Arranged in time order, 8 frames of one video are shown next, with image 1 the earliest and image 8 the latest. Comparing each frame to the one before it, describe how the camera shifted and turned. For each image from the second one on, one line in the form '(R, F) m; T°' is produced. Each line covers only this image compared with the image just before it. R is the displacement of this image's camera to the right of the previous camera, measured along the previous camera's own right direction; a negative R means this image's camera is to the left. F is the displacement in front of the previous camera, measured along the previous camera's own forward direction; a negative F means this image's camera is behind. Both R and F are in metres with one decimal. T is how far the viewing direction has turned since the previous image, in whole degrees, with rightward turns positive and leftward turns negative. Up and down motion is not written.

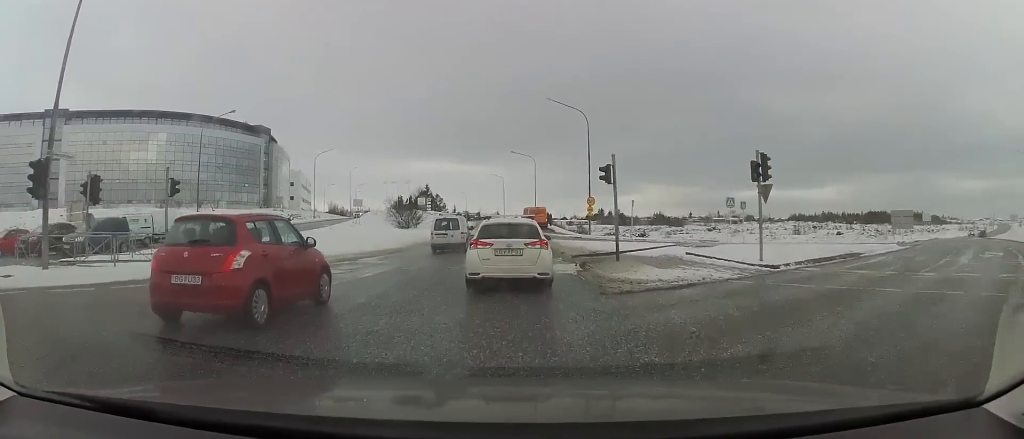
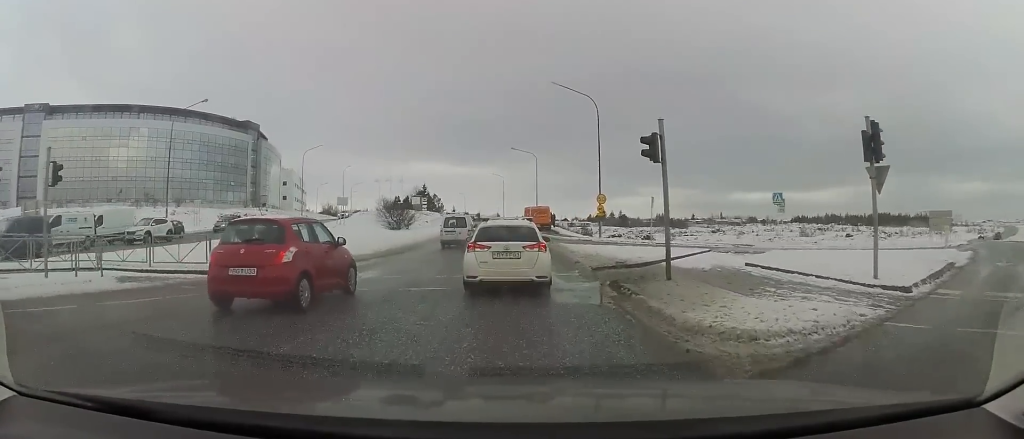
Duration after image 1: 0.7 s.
(0.0, +5.9) m; 0°
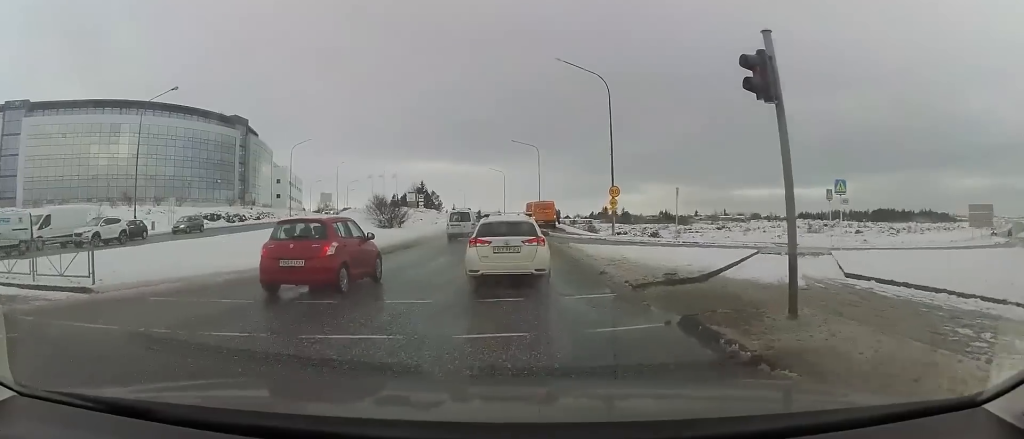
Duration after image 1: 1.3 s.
(-0.2, +5.3) m; +1°
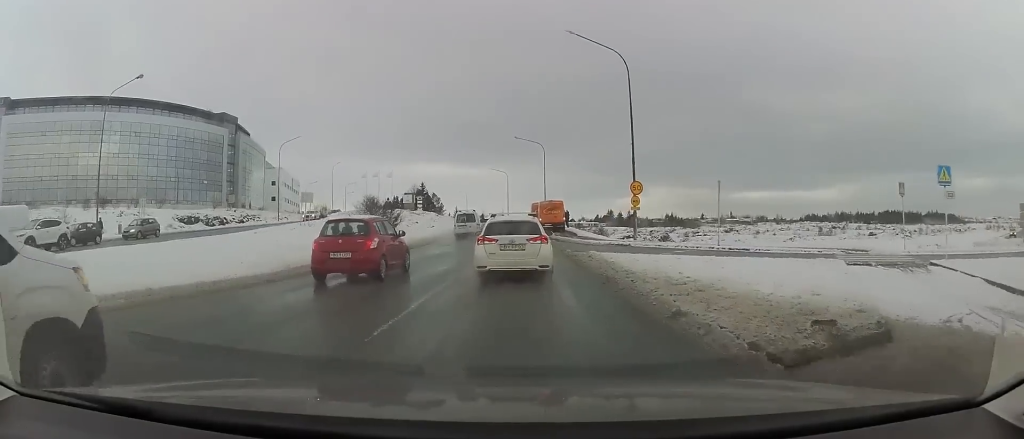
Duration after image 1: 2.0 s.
(+0.4, +6.0) m; 0°
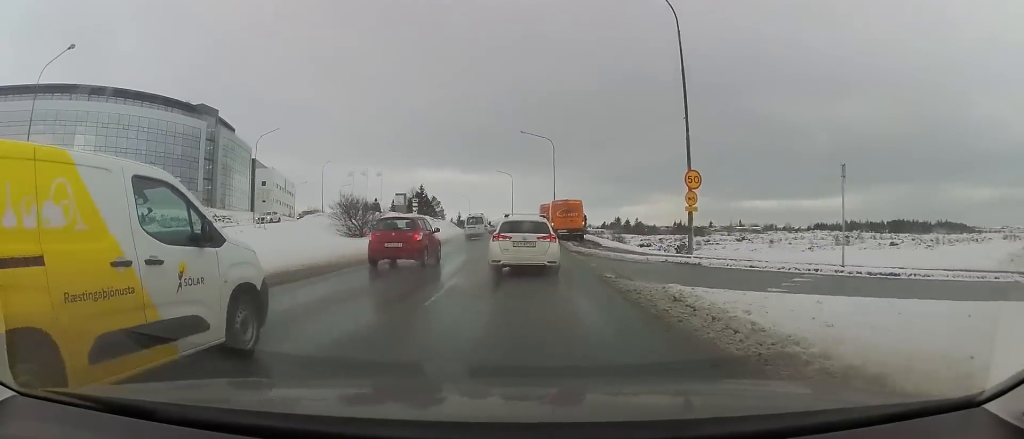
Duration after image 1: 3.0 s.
(-0.2, +9.7) m; -2°
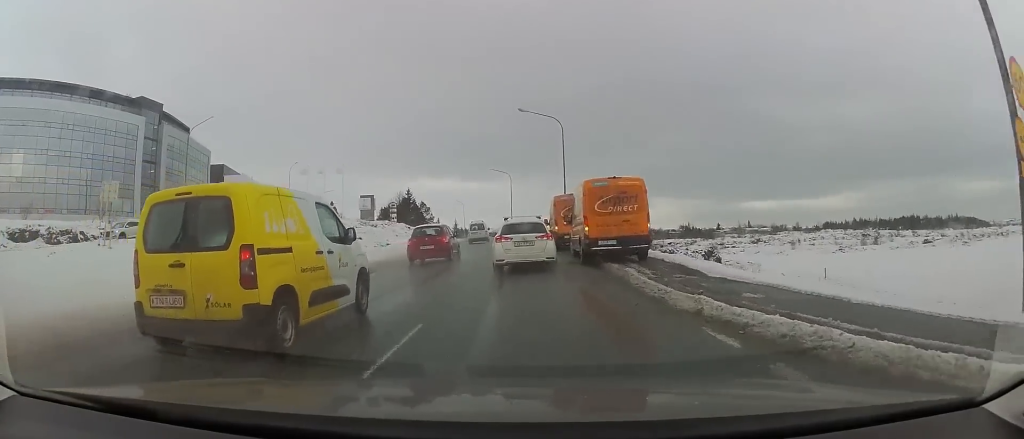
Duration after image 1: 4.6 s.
(-0.3, +16.9) m; -1°
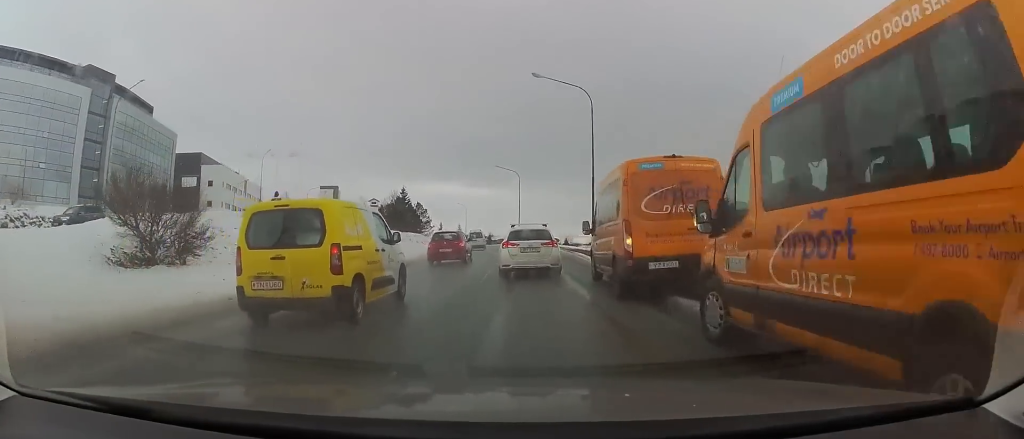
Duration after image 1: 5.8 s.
(0.0, +14.8) m; +2°
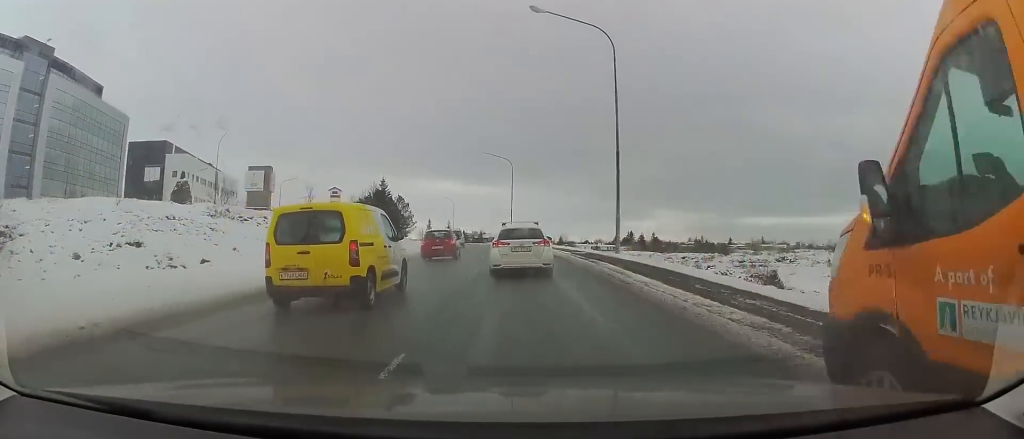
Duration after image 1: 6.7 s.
(+0.2, +11.4) m; +2°
